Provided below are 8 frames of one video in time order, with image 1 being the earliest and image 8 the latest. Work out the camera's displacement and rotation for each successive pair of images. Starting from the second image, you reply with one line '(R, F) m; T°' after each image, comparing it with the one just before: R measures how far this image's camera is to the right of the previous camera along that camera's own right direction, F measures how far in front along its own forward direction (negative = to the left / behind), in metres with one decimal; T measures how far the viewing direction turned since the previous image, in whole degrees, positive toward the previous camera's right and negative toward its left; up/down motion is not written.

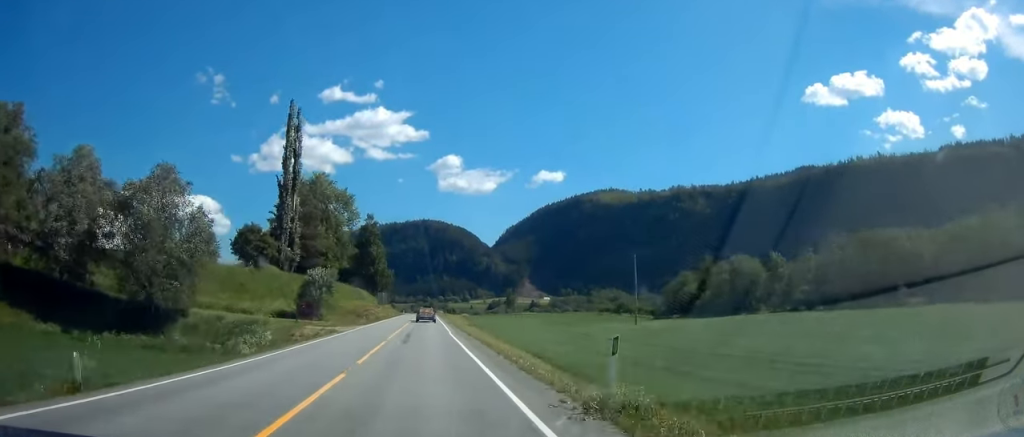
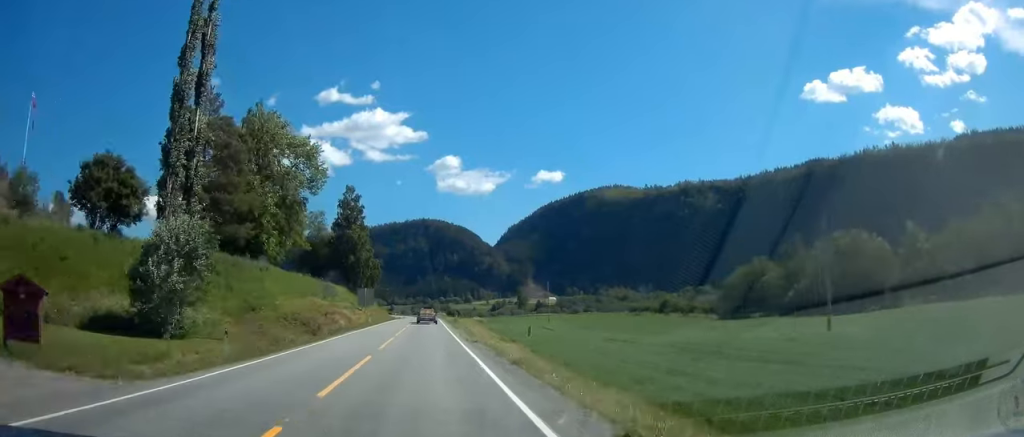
(-0.9, +41.4) m; 0°
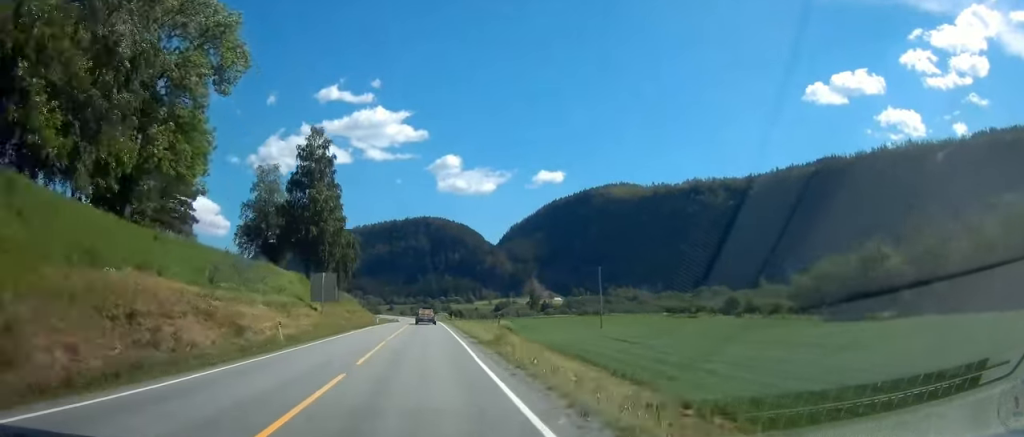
(+0.6, +39.6) m; +1°
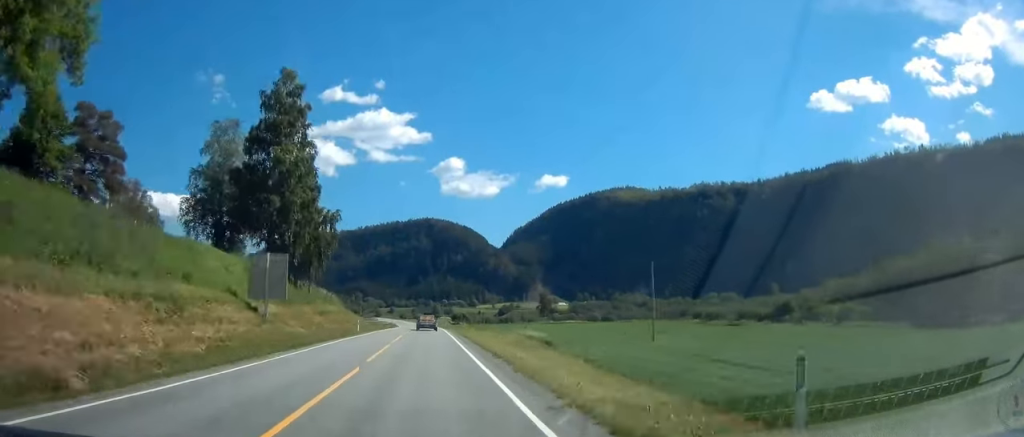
(0.0, +22.0) m; 0°
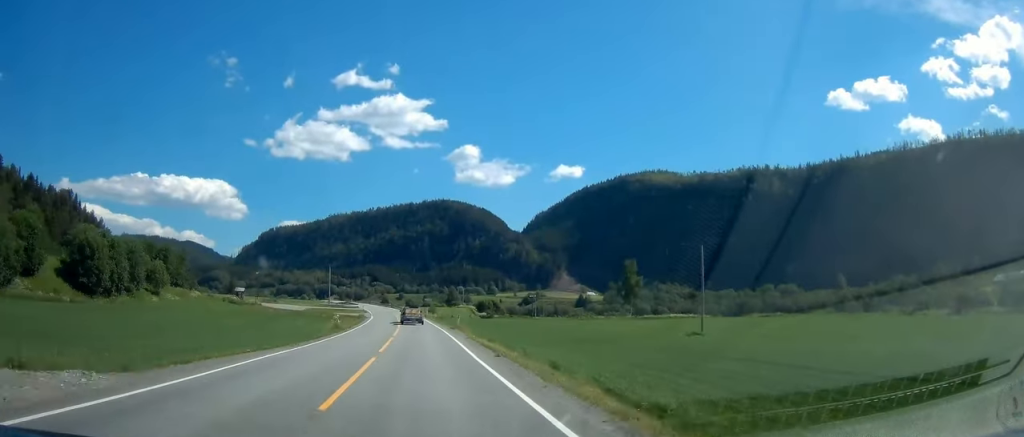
(-0.3, +107.3) m; -1°
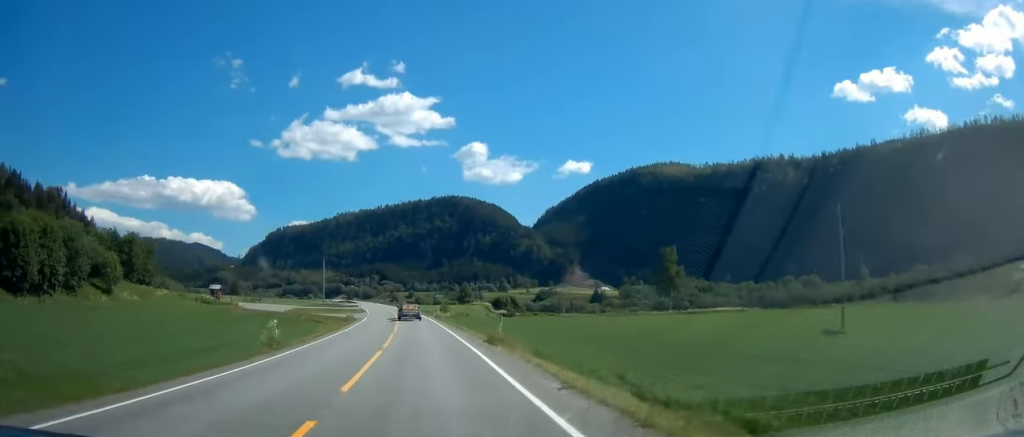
(-0.3, +20.6) m; -1°
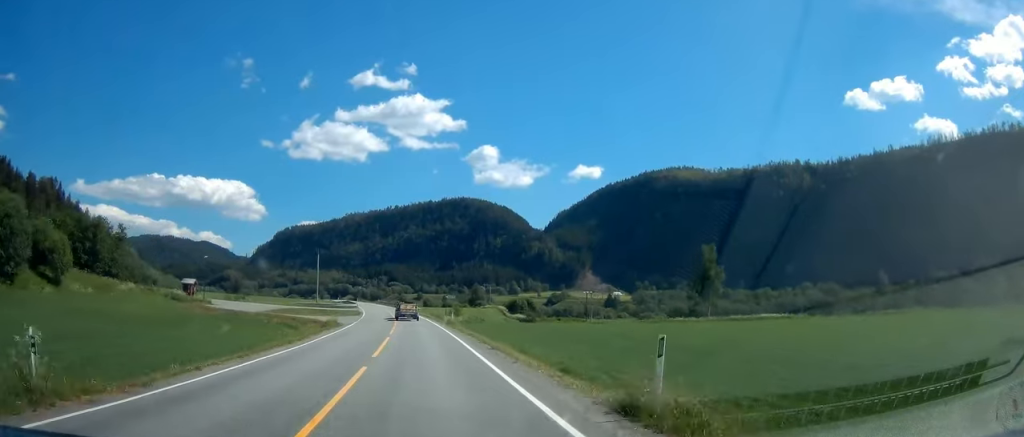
(+0.1, +16.7) m; -1°
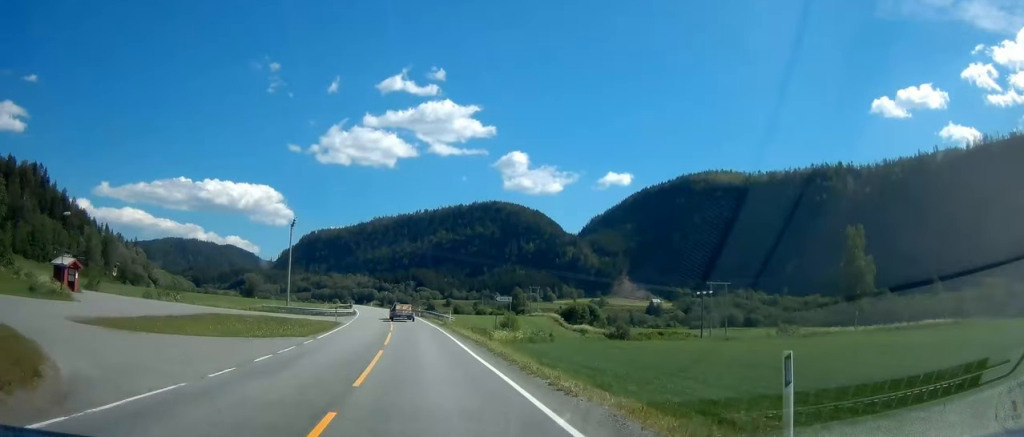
(-1.1, +41.0) m; -2°
